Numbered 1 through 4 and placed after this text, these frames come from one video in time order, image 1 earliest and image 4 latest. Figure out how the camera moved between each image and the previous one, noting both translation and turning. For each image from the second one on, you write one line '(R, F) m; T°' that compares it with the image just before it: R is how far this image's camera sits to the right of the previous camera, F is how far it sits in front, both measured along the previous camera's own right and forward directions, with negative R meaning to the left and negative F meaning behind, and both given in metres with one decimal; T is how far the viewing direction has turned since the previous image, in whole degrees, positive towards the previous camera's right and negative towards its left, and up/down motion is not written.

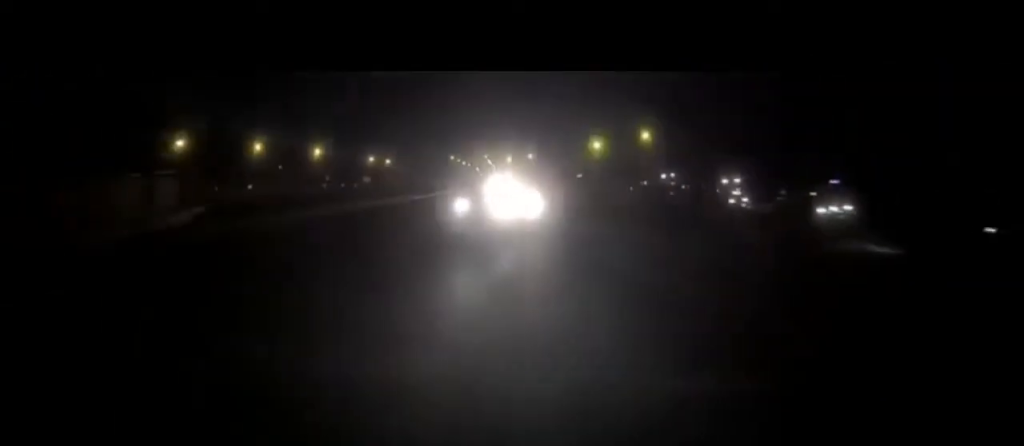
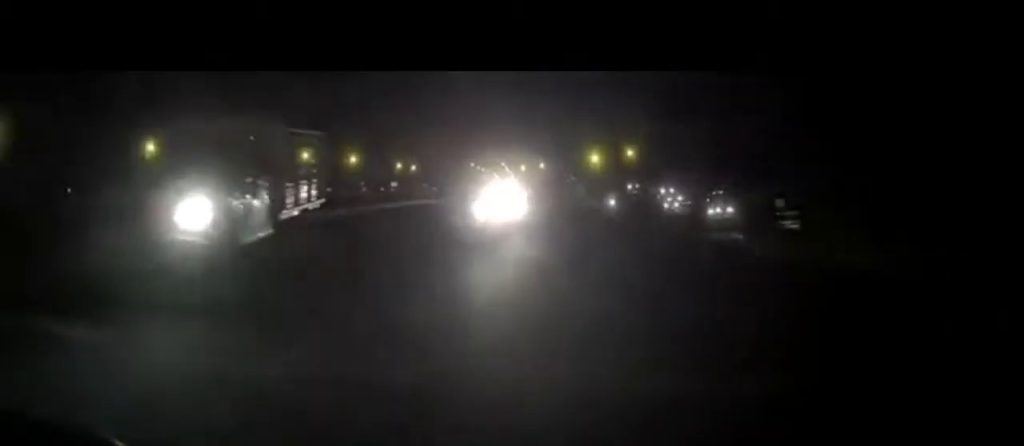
(-0.3, +21.9) m; -1°
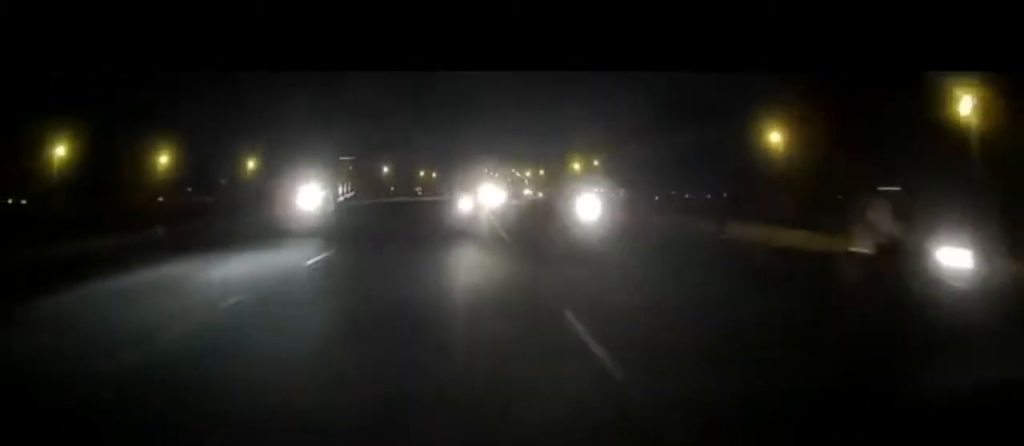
(-0.5, +41.8) m; -1°
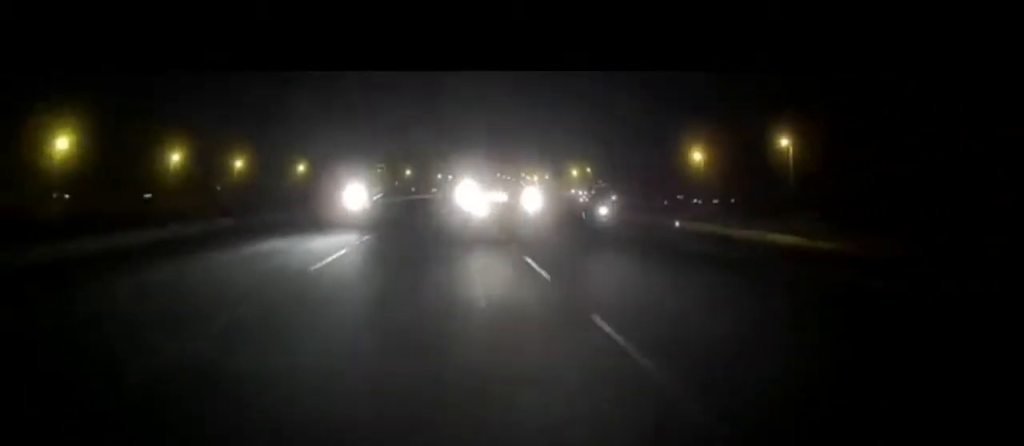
(-0.5, +29.4) m; -2°
